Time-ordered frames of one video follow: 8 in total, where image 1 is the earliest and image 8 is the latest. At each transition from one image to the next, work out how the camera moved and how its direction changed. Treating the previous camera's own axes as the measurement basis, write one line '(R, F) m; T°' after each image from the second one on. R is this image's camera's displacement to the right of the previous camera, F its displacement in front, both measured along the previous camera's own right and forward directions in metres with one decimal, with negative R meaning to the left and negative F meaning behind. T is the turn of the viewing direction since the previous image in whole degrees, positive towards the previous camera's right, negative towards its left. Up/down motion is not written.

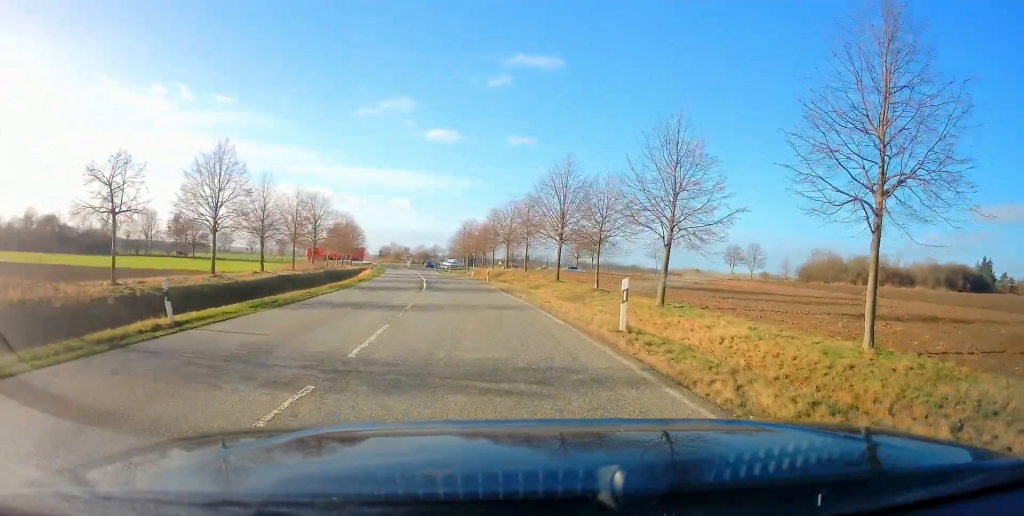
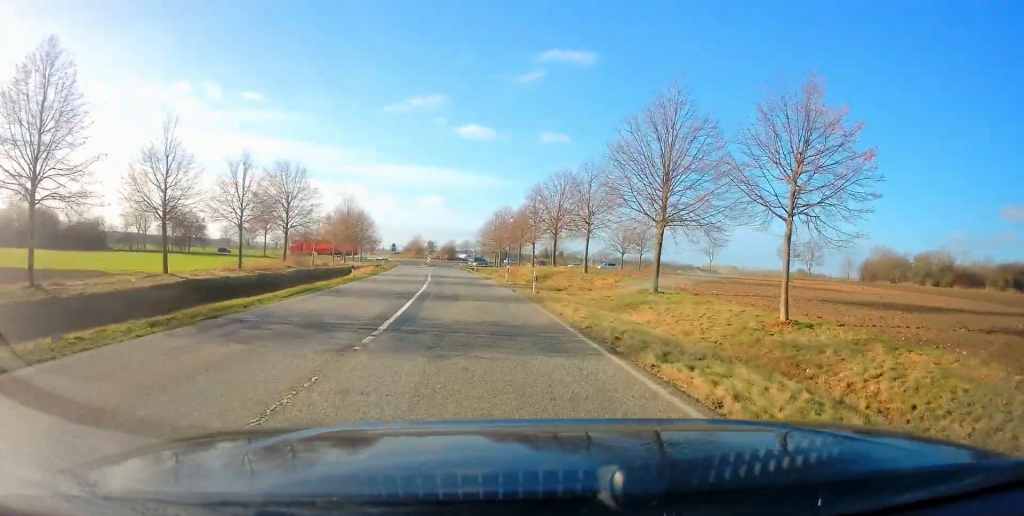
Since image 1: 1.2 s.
(-0.2, +17.7) m; -2°
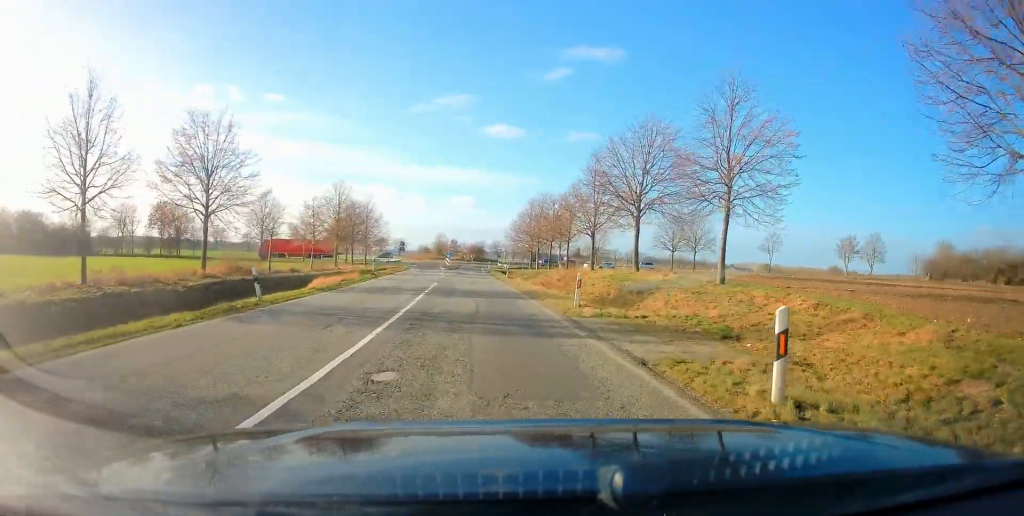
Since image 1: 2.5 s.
(-0.6, +17.8) m; -2°
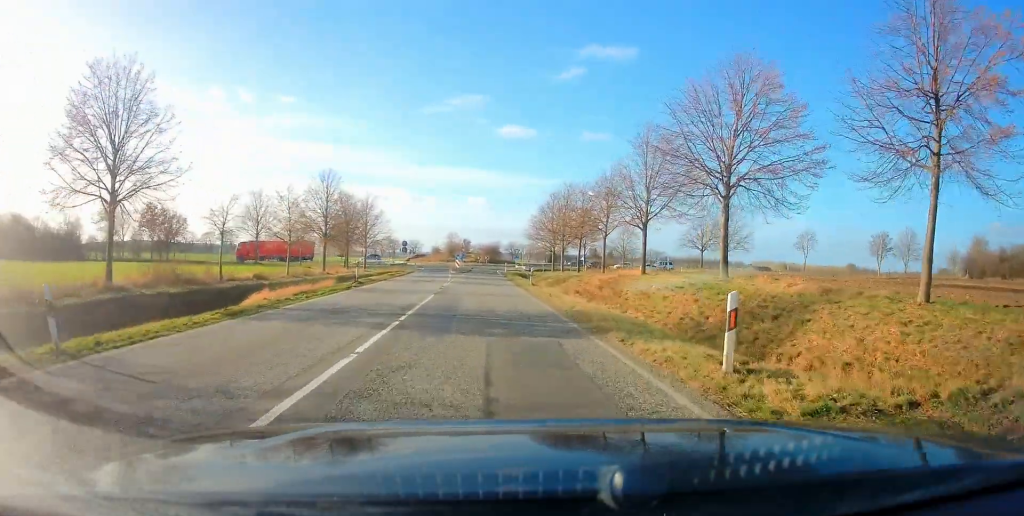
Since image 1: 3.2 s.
(0.0, +9.4) m; 0°
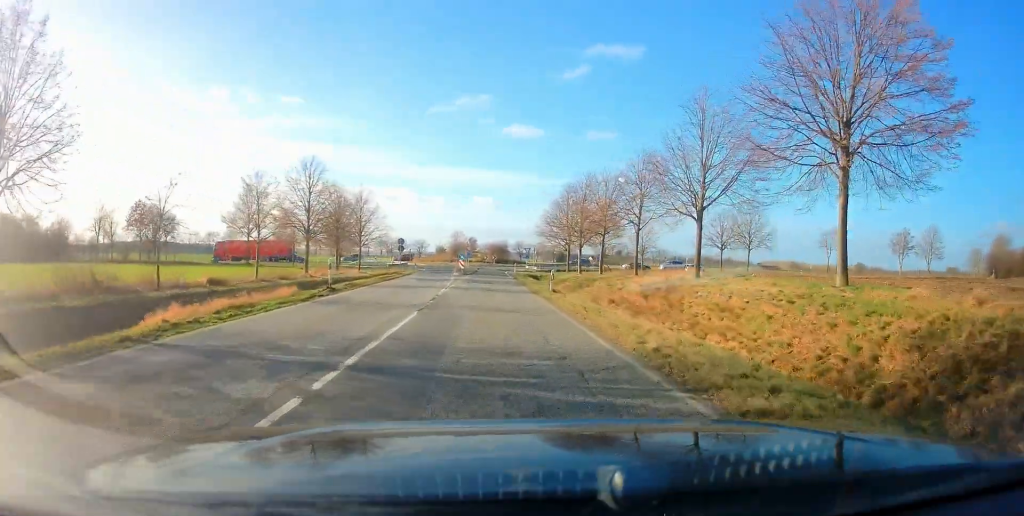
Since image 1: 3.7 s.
(0.0, +6.7) m; -1°
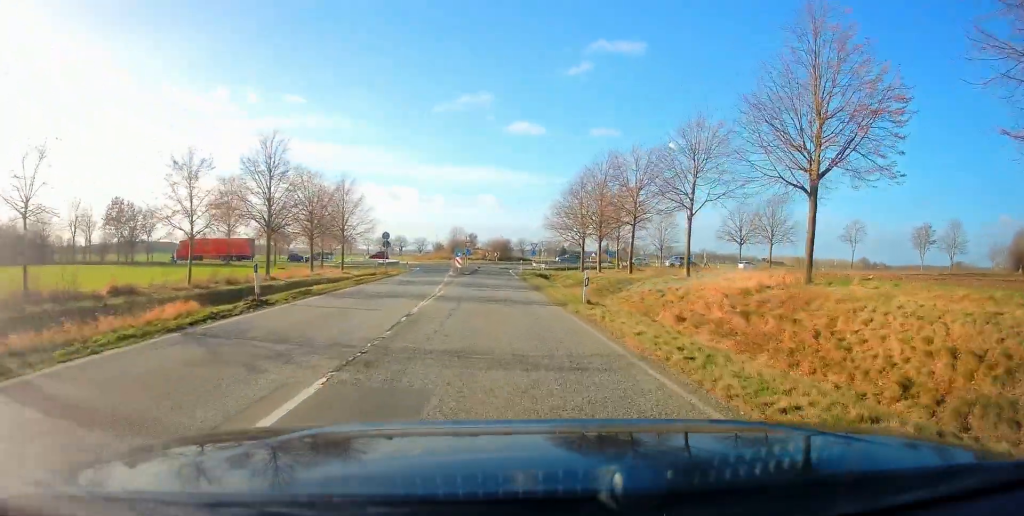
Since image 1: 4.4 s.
(+0.1, +8.3) m; -1°
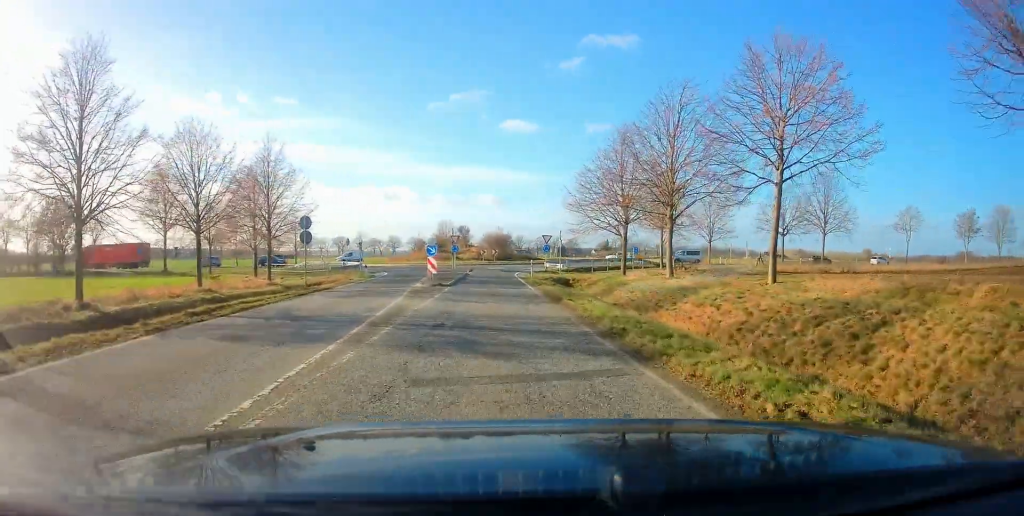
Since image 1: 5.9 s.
(-0.6, +17.7) m; -2°
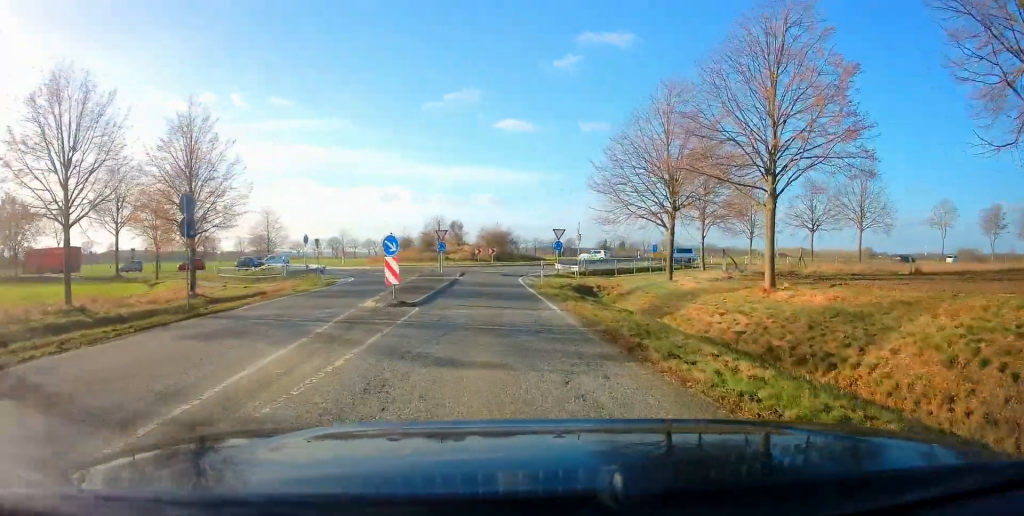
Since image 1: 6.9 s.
(0.0, +10.1) m; +1°
